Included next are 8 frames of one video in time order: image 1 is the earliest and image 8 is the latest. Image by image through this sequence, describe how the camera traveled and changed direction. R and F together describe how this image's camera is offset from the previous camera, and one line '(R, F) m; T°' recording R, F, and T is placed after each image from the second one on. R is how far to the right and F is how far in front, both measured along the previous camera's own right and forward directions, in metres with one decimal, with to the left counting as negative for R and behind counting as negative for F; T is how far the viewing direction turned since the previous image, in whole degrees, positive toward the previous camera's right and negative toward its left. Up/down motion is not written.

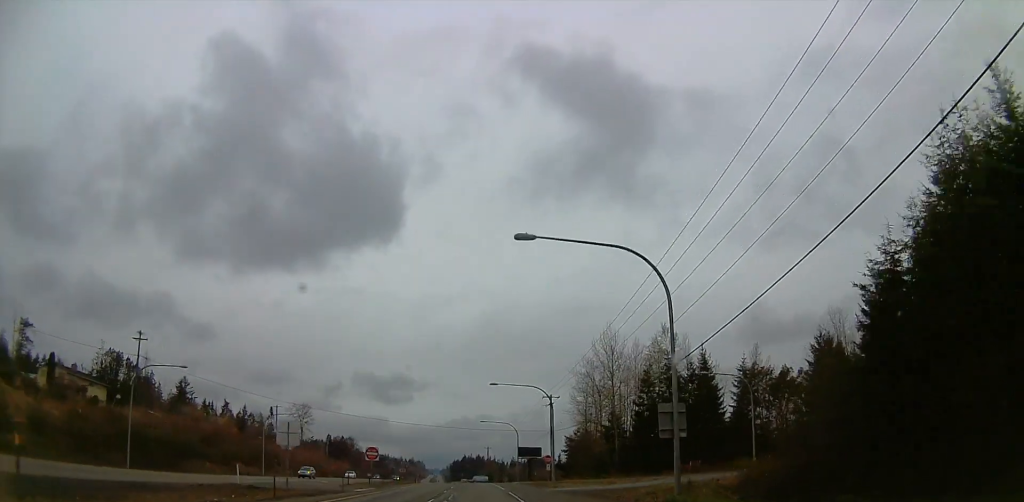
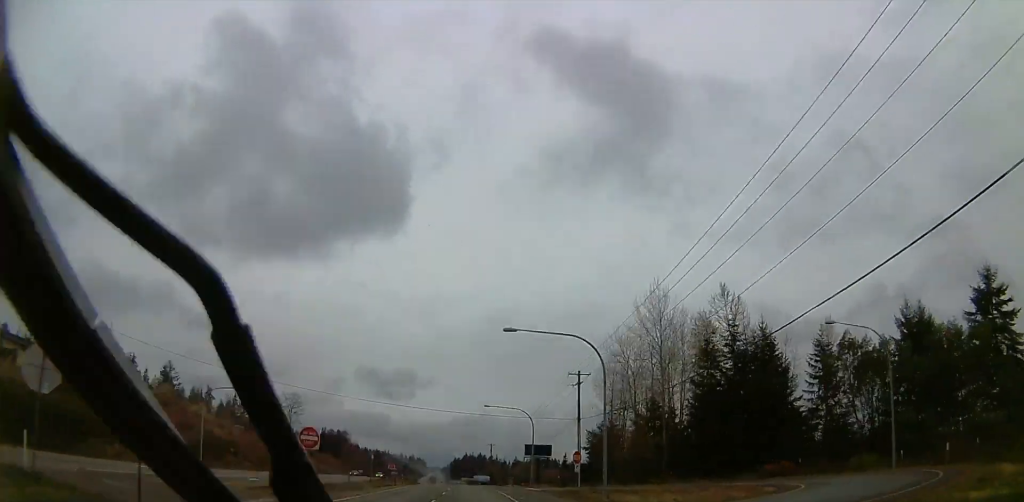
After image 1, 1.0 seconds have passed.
(+0.6, +23.3) m; +2°
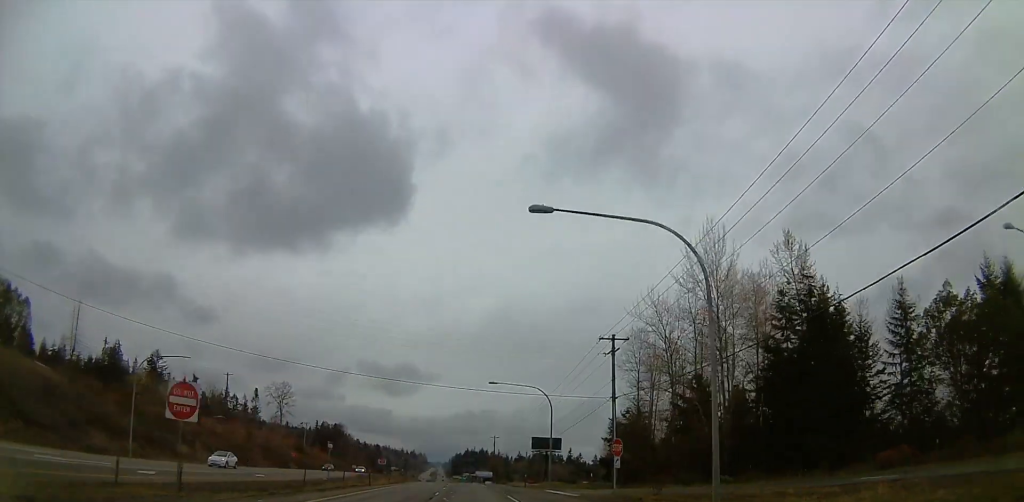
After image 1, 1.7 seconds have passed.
(0.0, +16.9) m; -1°
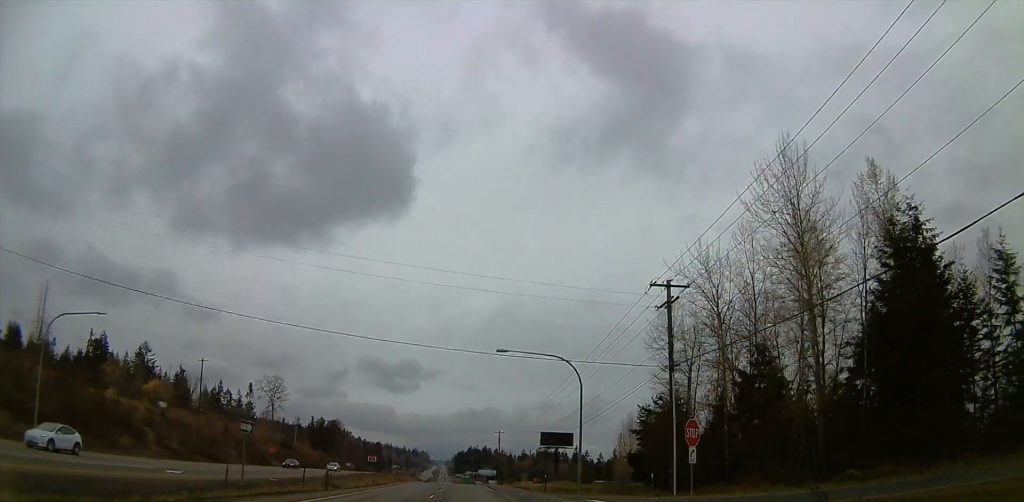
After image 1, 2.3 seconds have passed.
(+0.1, +15.2) m; -2°
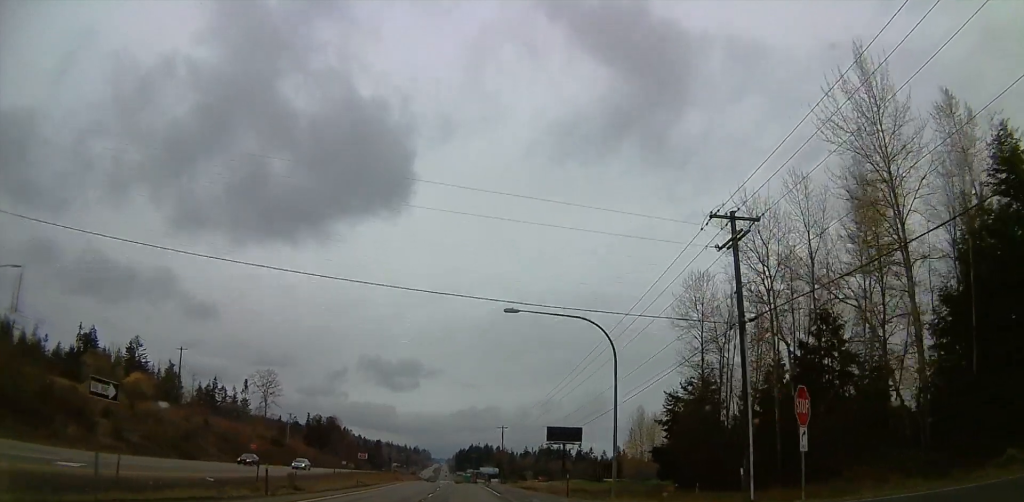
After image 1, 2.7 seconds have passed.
(-0.2, +10.4) m; -1°
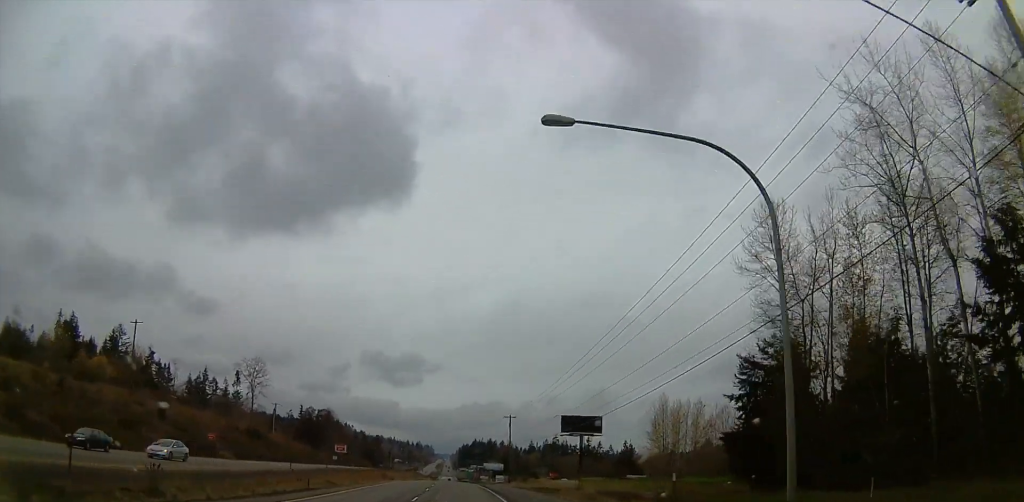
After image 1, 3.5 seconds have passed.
(-0.5, +18.3) m; -2°
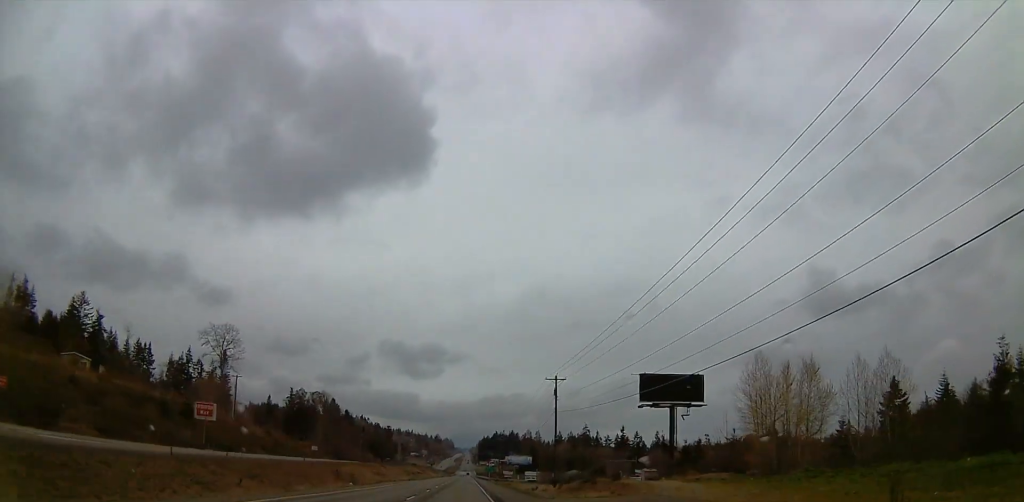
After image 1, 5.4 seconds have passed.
(0.0, +44.7) m; 0°
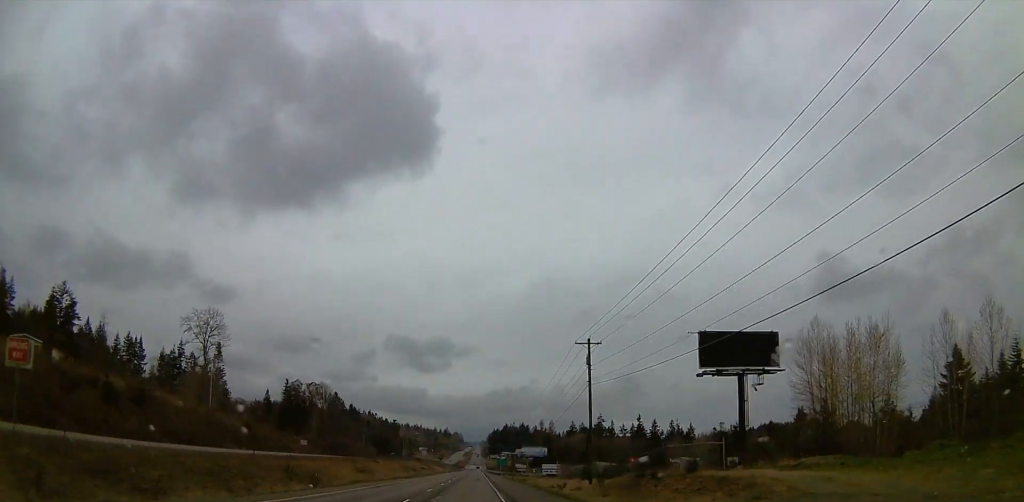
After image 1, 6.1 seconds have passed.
(+0.1, +17.6) m; 0°
